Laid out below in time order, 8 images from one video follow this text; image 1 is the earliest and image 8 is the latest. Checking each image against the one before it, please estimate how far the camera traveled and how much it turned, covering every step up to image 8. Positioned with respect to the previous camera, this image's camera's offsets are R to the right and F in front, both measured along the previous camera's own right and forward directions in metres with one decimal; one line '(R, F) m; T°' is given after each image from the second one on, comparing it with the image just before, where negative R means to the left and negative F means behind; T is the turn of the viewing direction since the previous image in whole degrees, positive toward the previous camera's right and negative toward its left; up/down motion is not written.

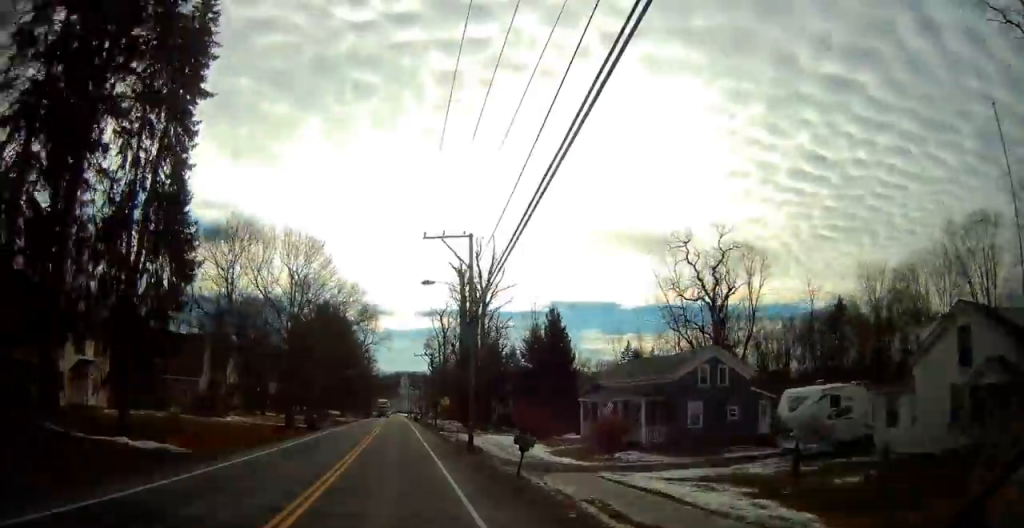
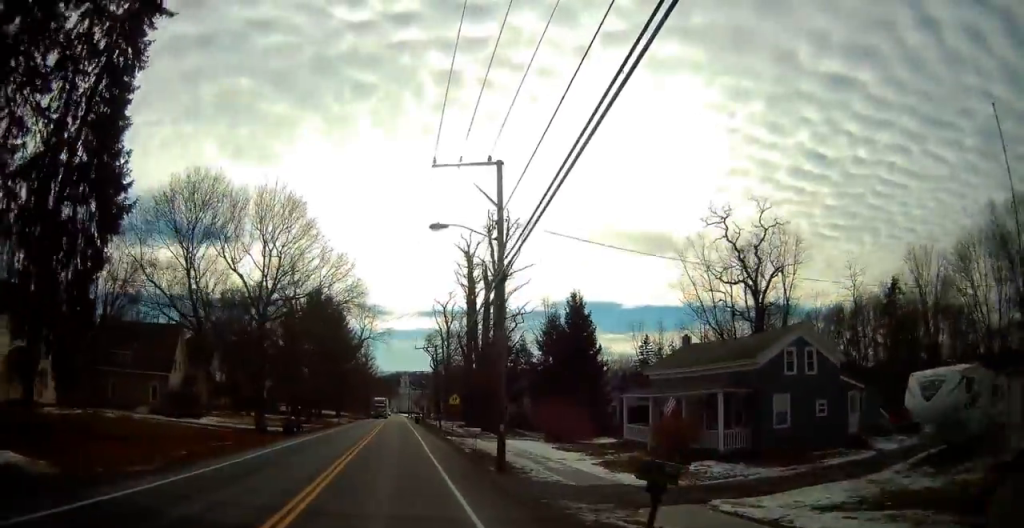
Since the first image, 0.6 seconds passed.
(-0.1, +8.5) m; -2°
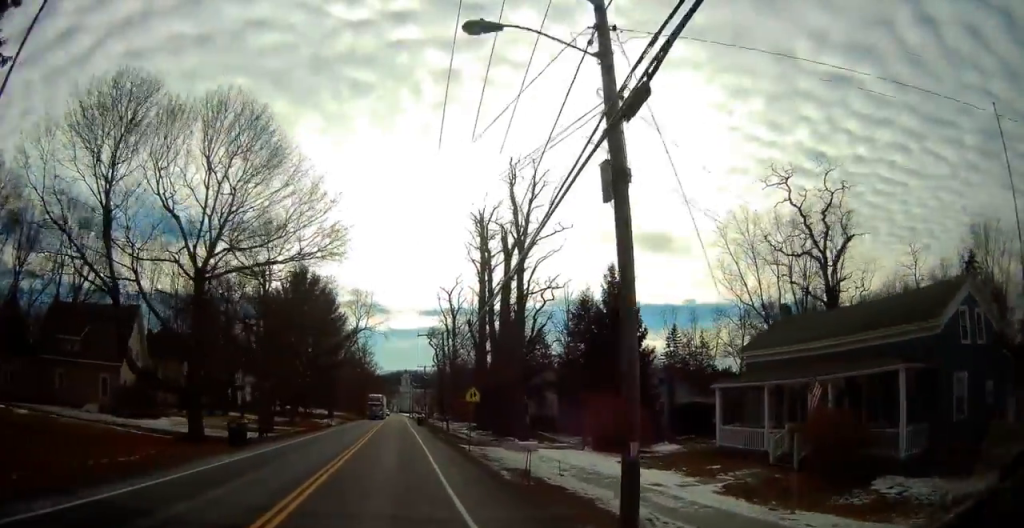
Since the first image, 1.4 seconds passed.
(-0.2, +10.6) m; -1°
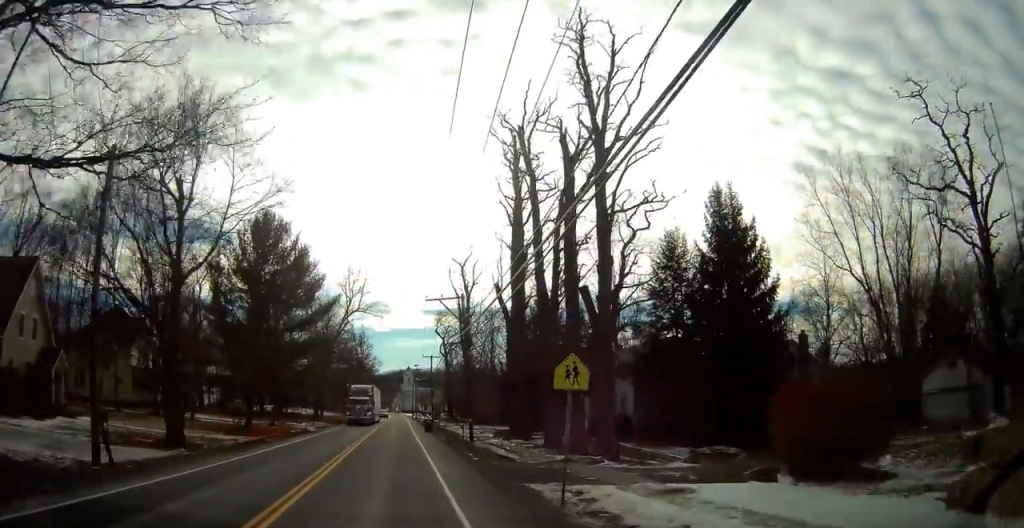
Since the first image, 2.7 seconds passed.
(+0.2, +16.6) m; +2°
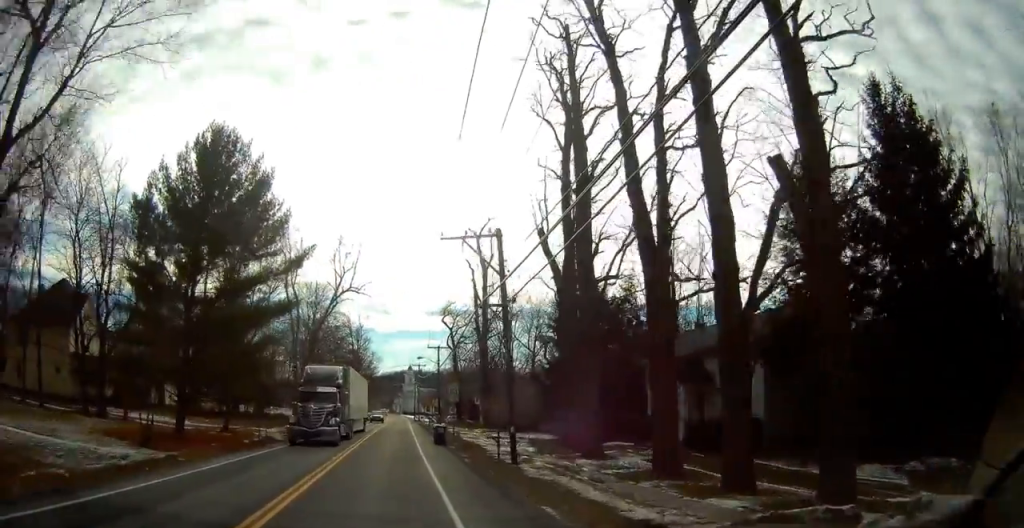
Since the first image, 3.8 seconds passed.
(+0.1, +13.3) m; 0°
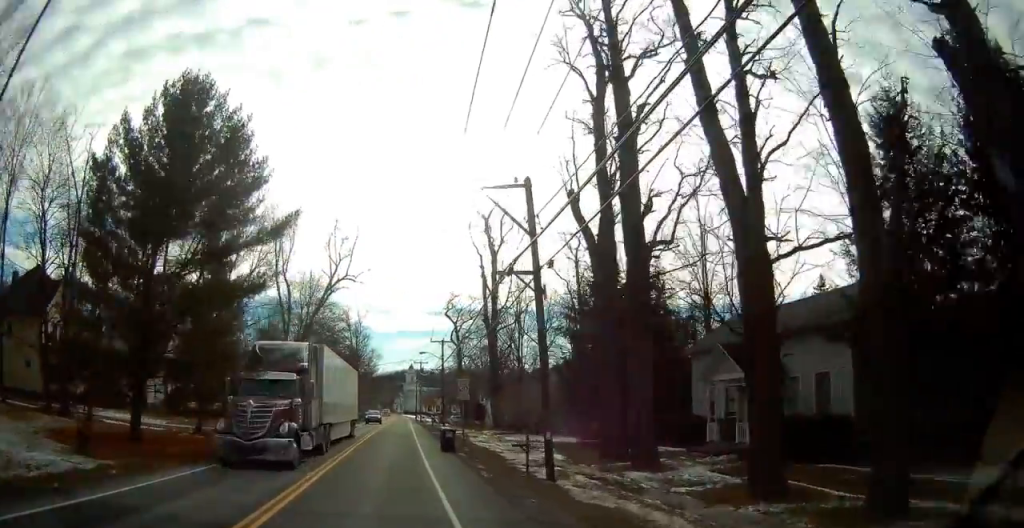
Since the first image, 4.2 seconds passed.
(0.0, +5.1) m; 0°
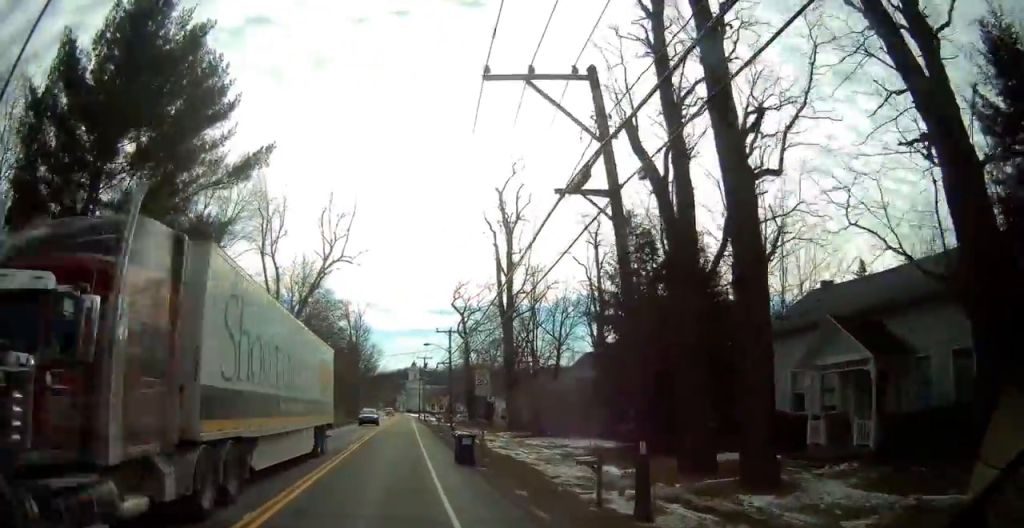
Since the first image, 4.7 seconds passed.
(0.0, +6.1) m; 0°
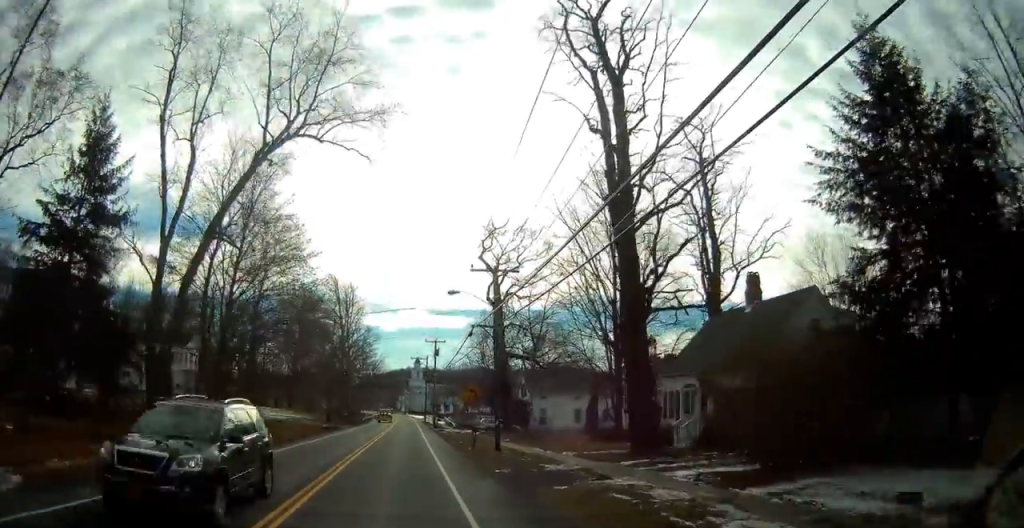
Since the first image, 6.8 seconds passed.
(-0.2, +23.4) m; -1°
